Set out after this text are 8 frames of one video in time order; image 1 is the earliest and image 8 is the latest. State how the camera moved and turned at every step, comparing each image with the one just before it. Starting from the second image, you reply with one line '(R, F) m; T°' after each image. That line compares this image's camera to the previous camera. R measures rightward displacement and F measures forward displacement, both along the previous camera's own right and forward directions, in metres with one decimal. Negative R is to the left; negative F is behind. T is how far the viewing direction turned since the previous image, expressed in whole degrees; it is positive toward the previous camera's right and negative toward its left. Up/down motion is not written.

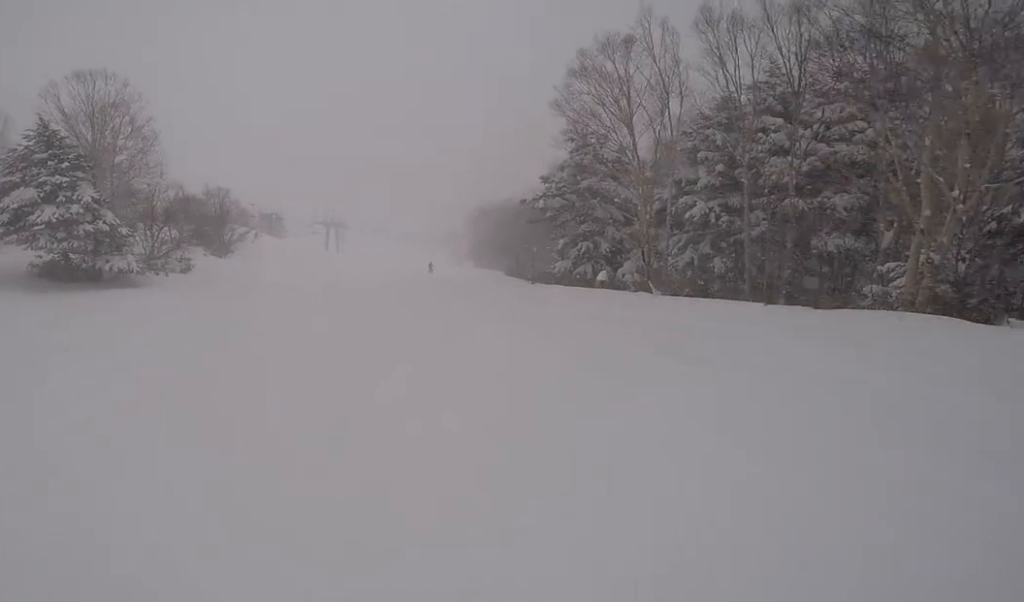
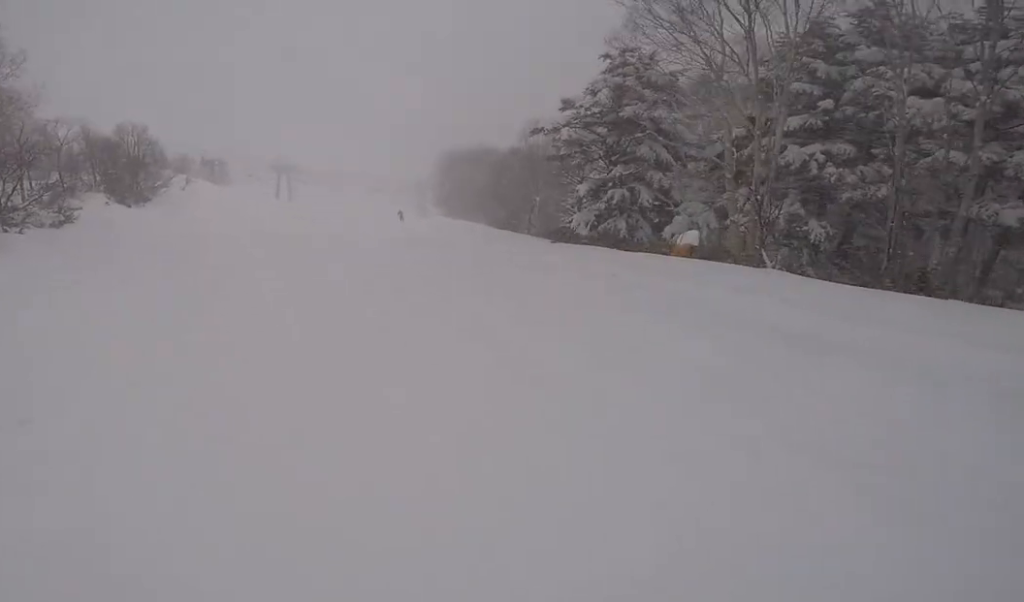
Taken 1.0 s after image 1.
(0.0, +6.1) m; 0°
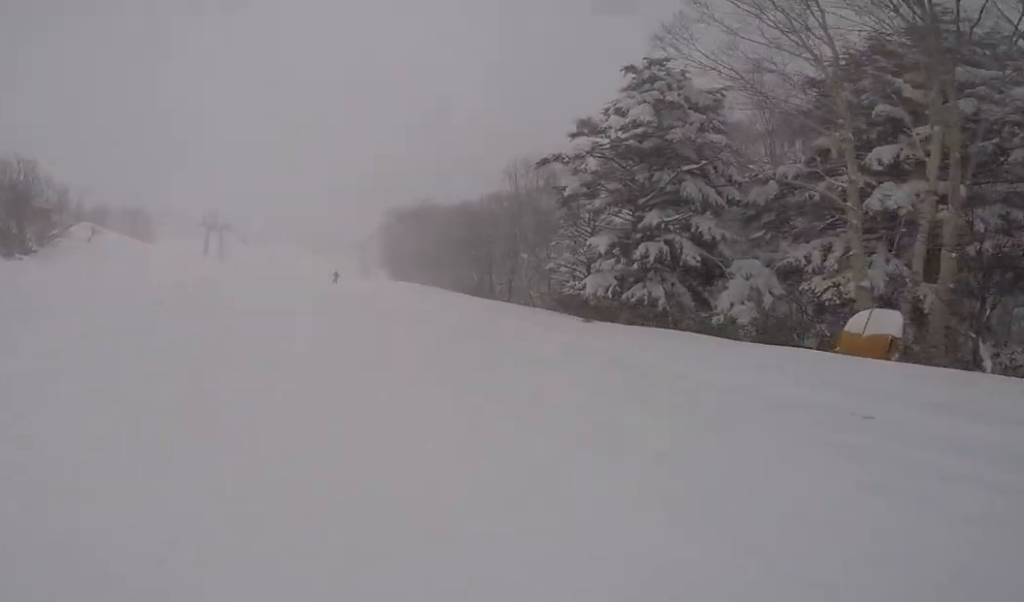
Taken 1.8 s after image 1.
(0.0, +5.4) m; 0°
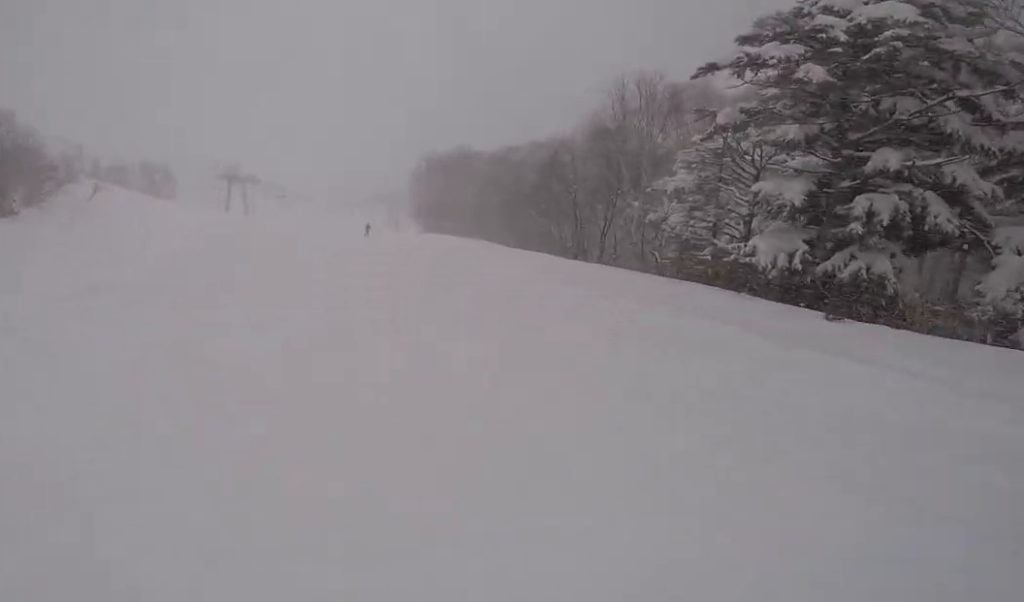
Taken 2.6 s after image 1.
(0.0, +4.6) m; 0°
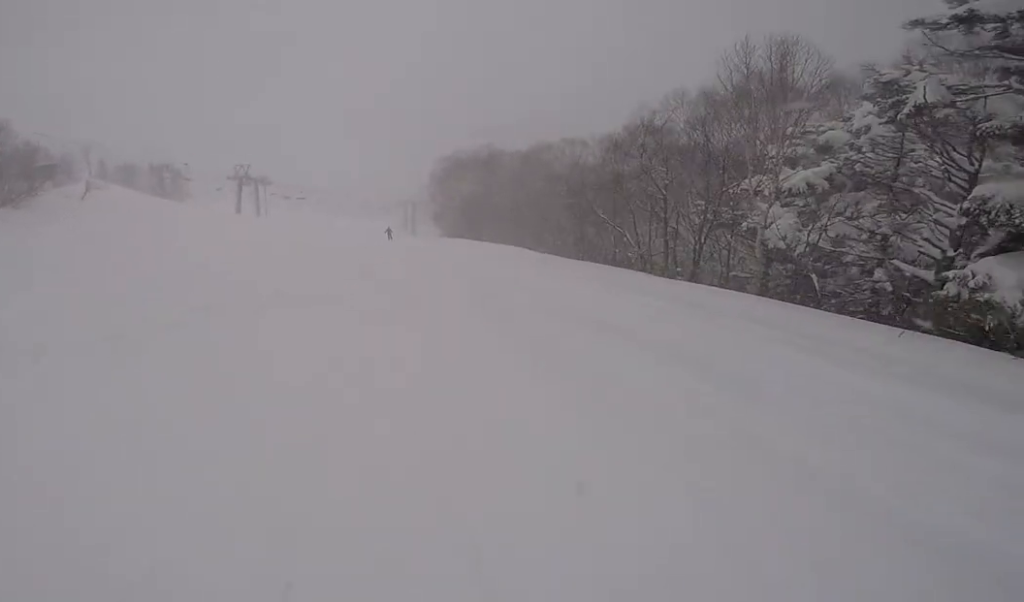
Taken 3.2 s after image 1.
(0.0, +3.9) m; 0°
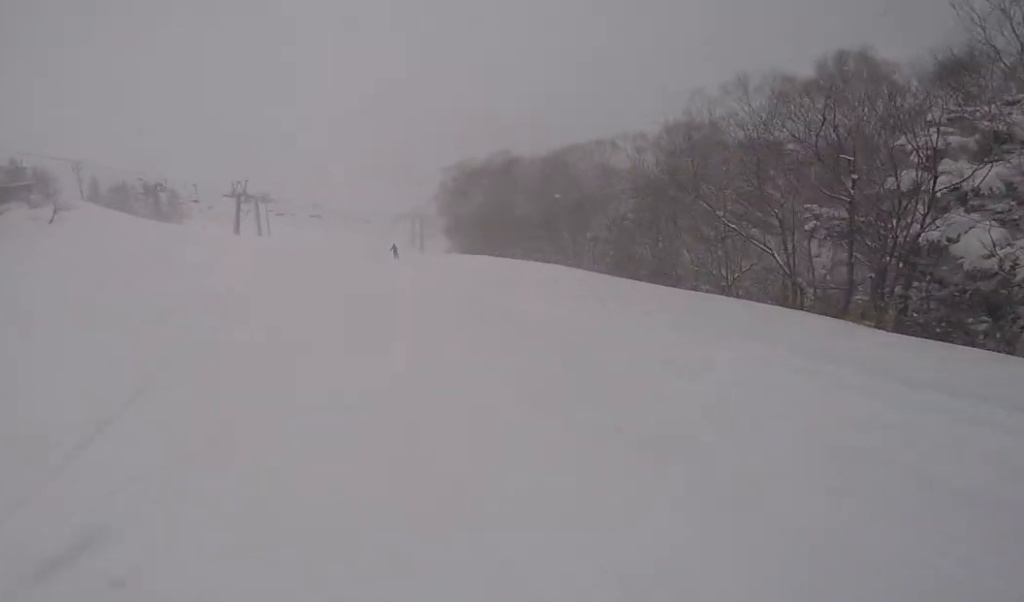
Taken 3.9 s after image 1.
(0.0, +5.1) m; 0°
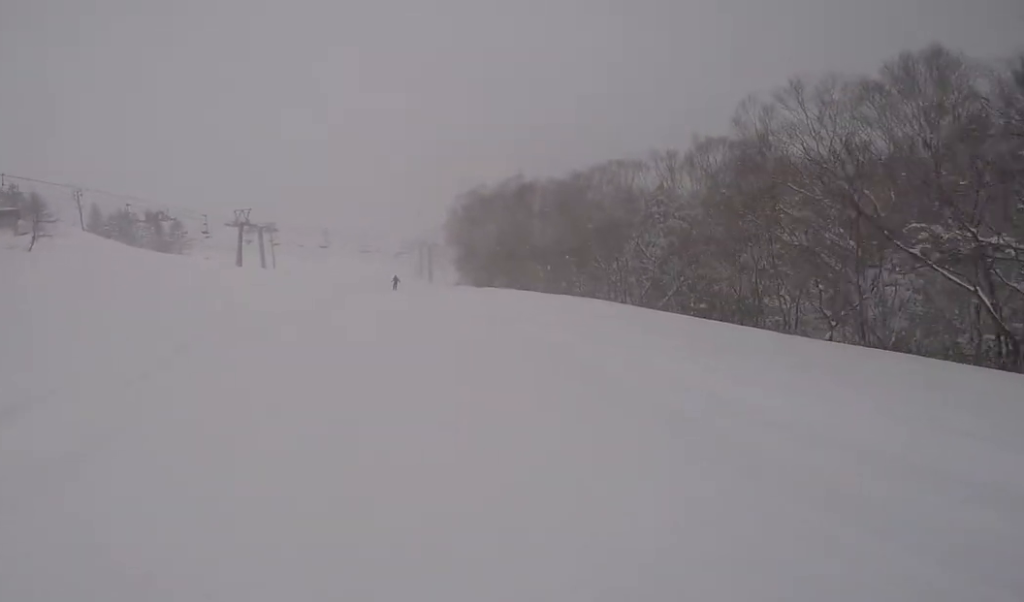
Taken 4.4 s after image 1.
(0.0, +3.6) m; 0°
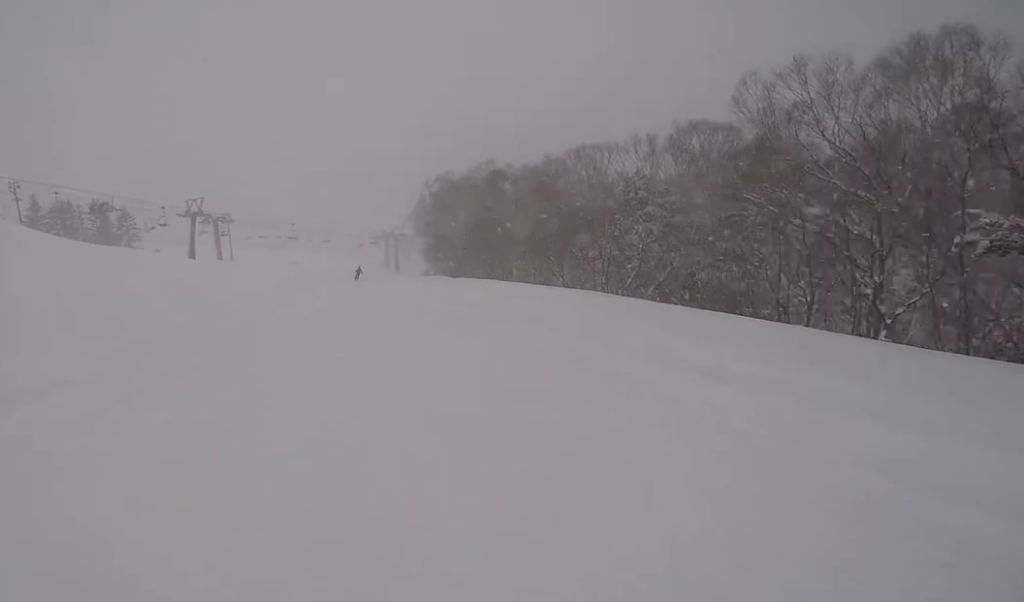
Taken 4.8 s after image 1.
(0.0, +2.9) m; 0°
